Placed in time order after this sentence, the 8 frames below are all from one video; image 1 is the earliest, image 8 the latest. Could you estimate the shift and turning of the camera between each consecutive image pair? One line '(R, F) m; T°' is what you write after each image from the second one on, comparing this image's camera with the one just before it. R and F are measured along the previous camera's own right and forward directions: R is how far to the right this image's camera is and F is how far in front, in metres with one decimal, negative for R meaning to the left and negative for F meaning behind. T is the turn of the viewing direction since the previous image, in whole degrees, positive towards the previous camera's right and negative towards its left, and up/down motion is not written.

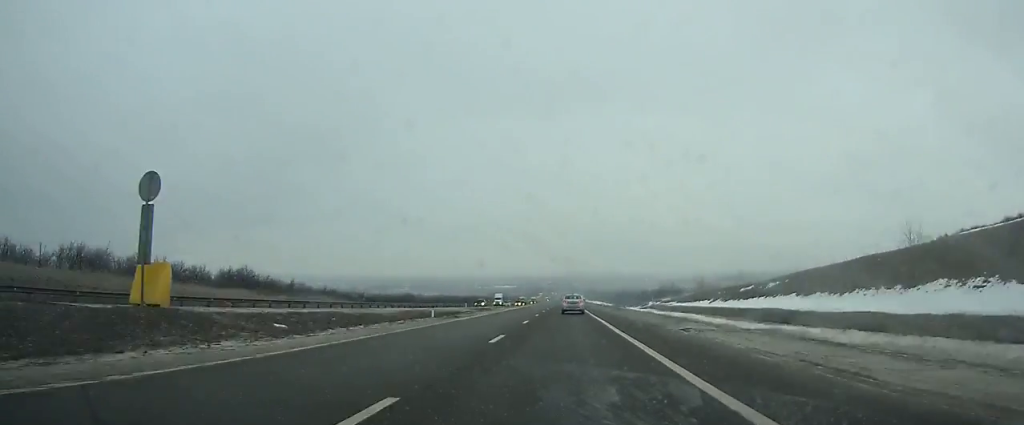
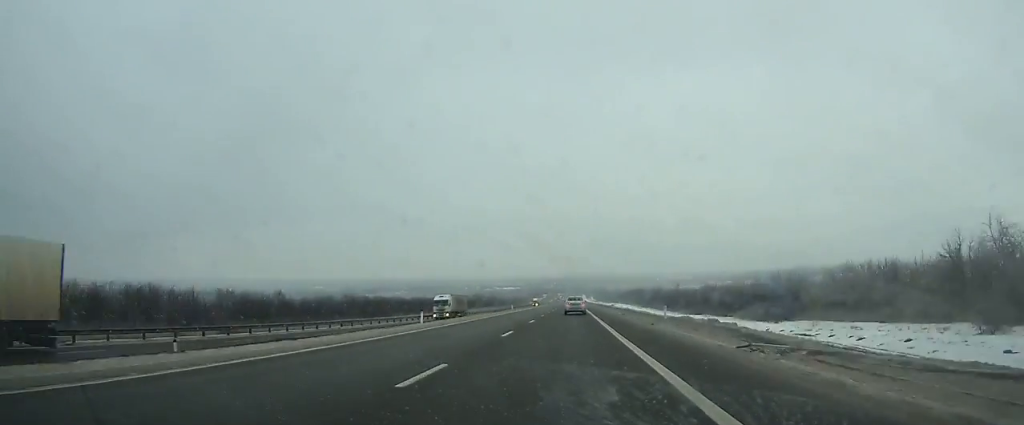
(-0.2, +154.1) m; 0°
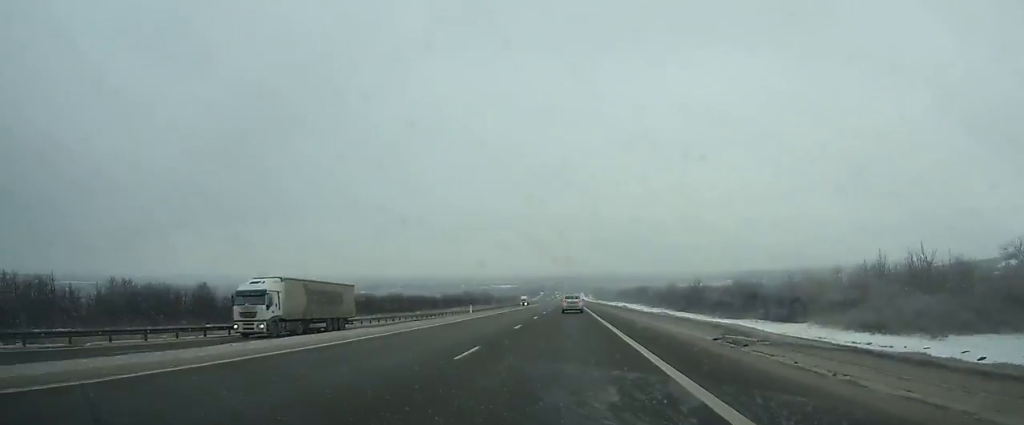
(-0.1, +32.6) m; 0°
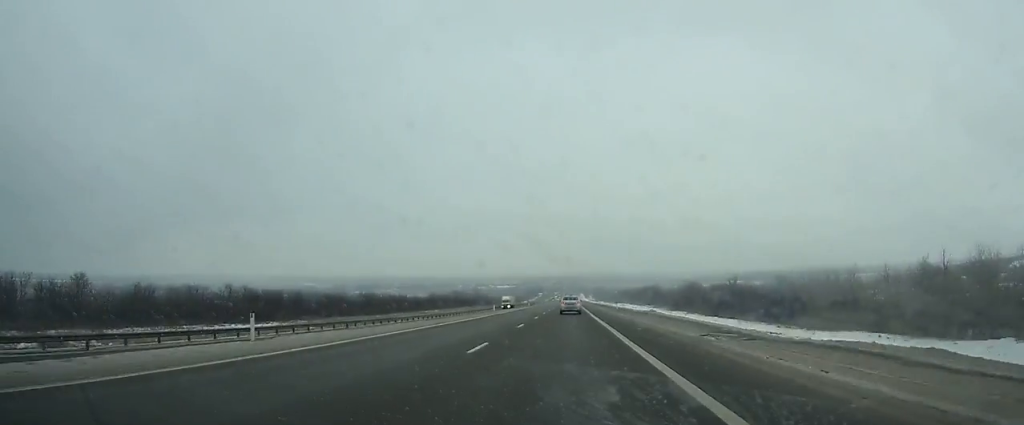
(-0.1, +35.4) m; 0°
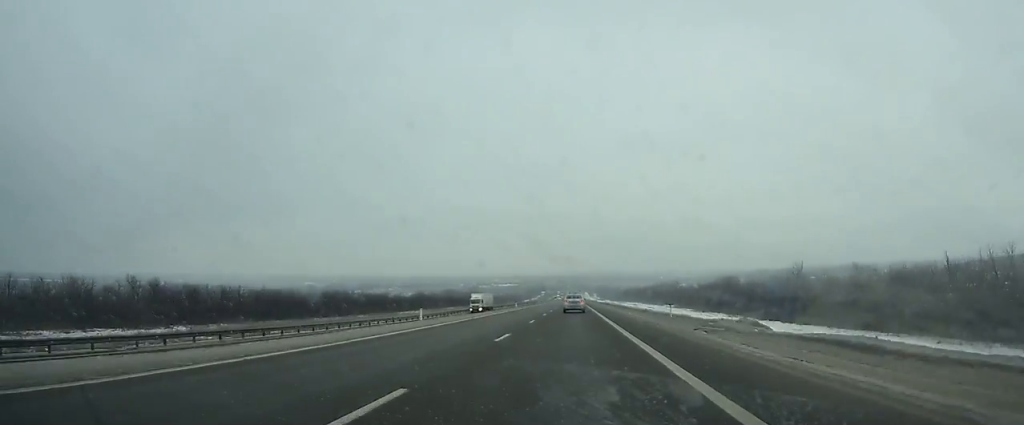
(0.0, +32.7) m; 0°
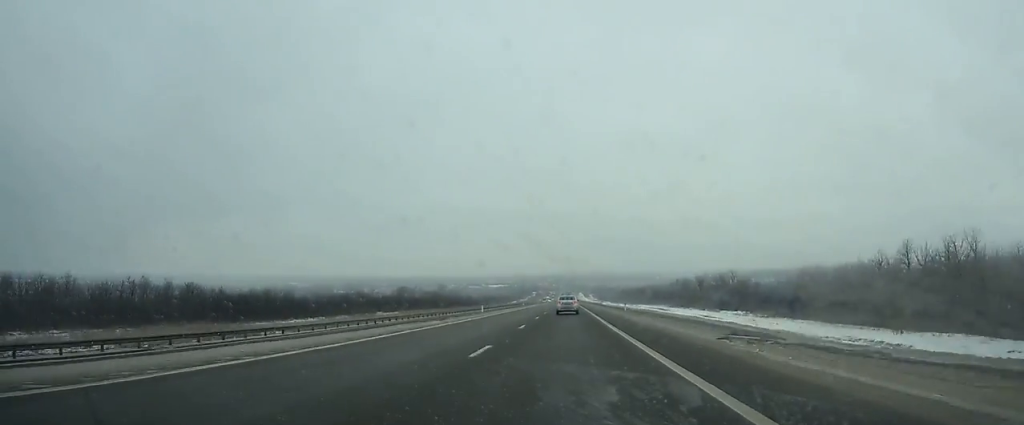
(+0.1, +76.3) m; 0°
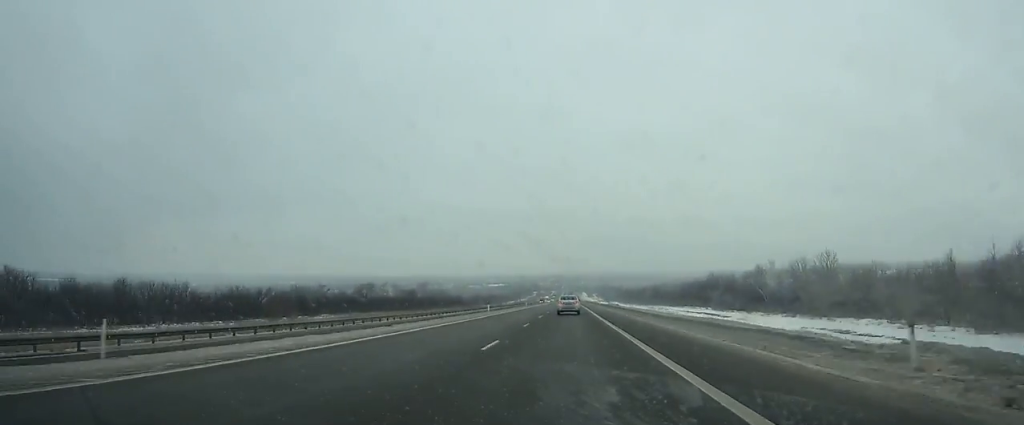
(0.0, +46.3) m; 0°
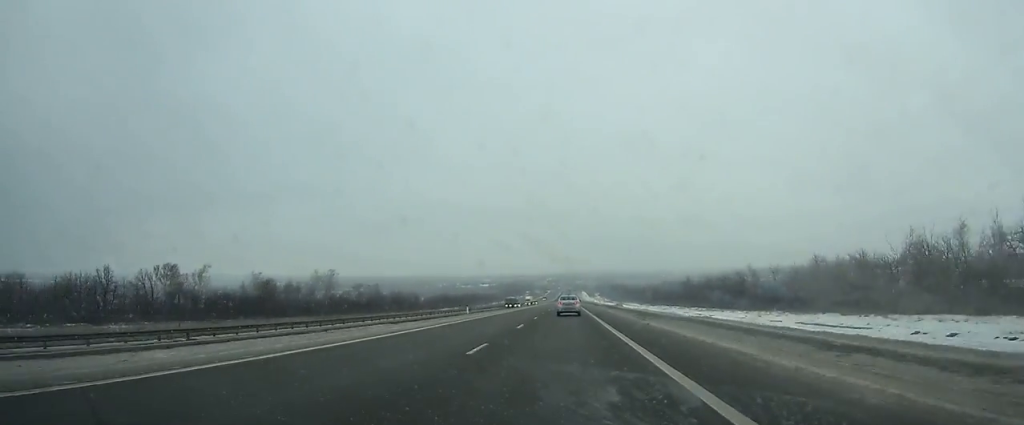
(+0.1, +108.5) m; 0°
